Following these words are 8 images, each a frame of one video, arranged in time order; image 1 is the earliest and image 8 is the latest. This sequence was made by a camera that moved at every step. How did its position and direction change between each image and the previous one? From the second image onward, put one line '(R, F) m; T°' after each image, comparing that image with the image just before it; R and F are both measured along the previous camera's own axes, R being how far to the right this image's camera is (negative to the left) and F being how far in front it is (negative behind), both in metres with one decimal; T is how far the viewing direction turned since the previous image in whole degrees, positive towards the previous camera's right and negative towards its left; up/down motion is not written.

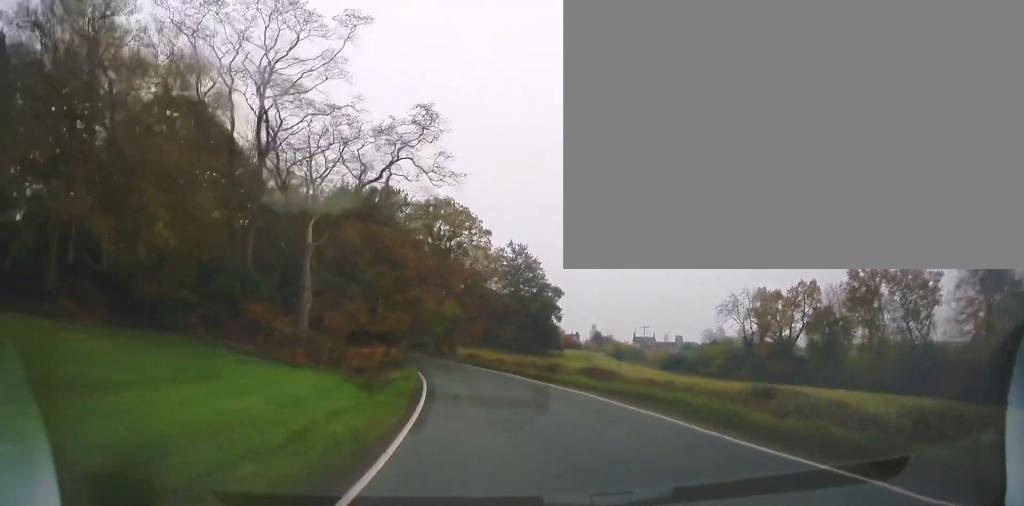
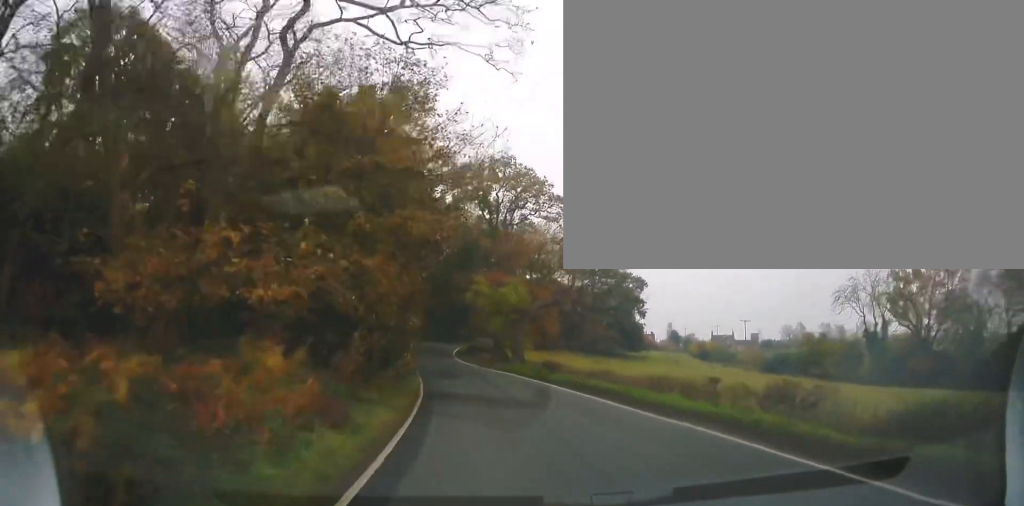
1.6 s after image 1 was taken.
(-1.3, +22.3) m; -8°
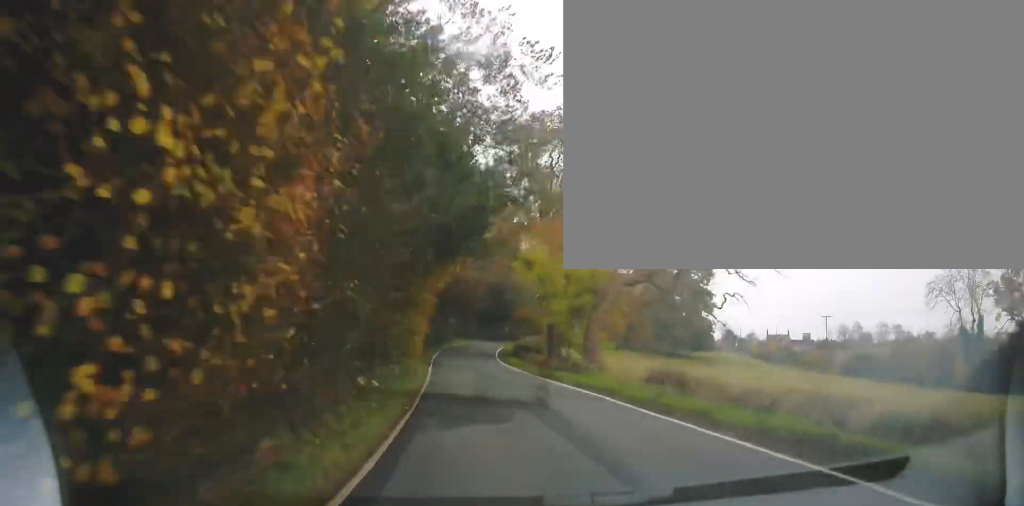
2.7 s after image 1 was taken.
(-0.8, +15.3) m; -6°
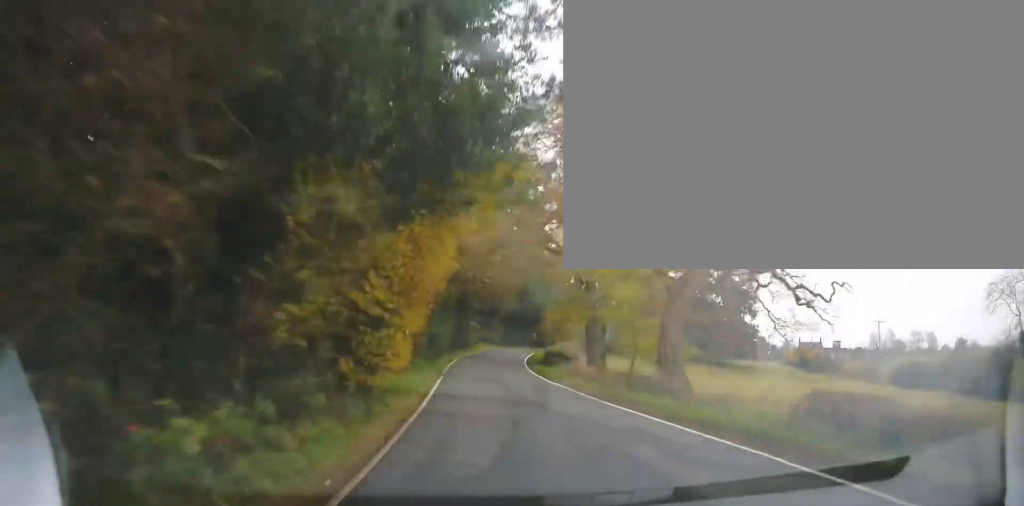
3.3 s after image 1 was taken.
(-0.3, +8.6) m; -2°
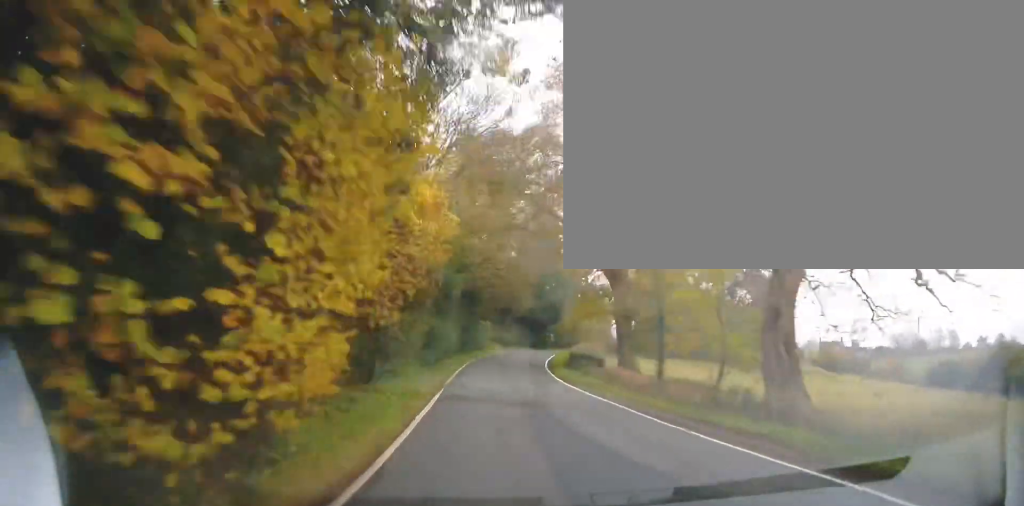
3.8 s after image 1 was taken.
(-0.1, +6.7) m; -1°
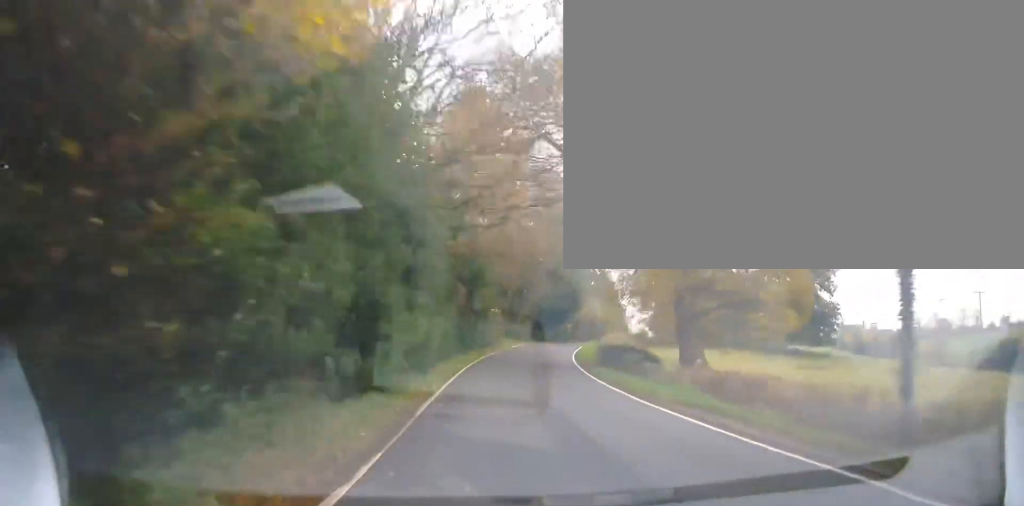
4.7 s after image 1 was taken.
(-0.2, +11.7) m; -3°
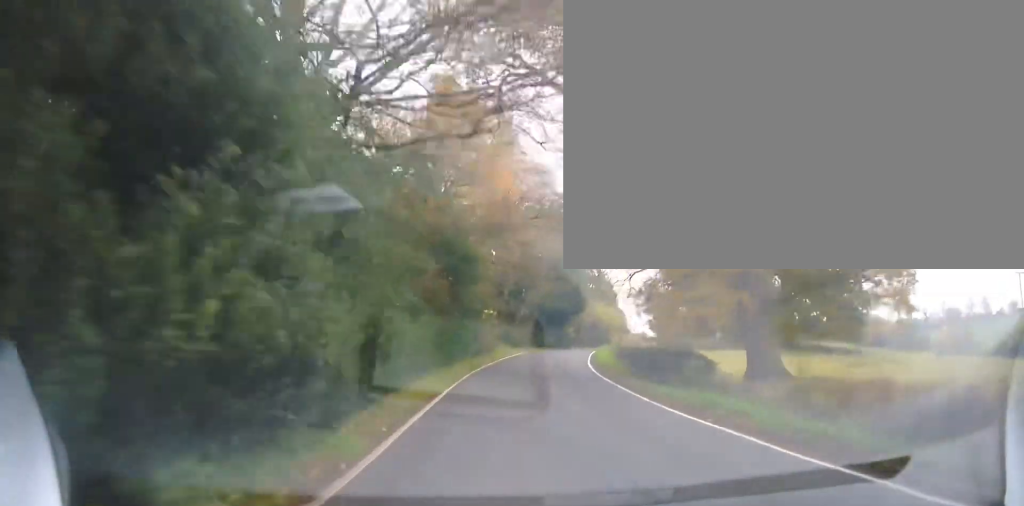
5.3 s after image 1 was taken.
(-0.2, +8.5) m; -1°
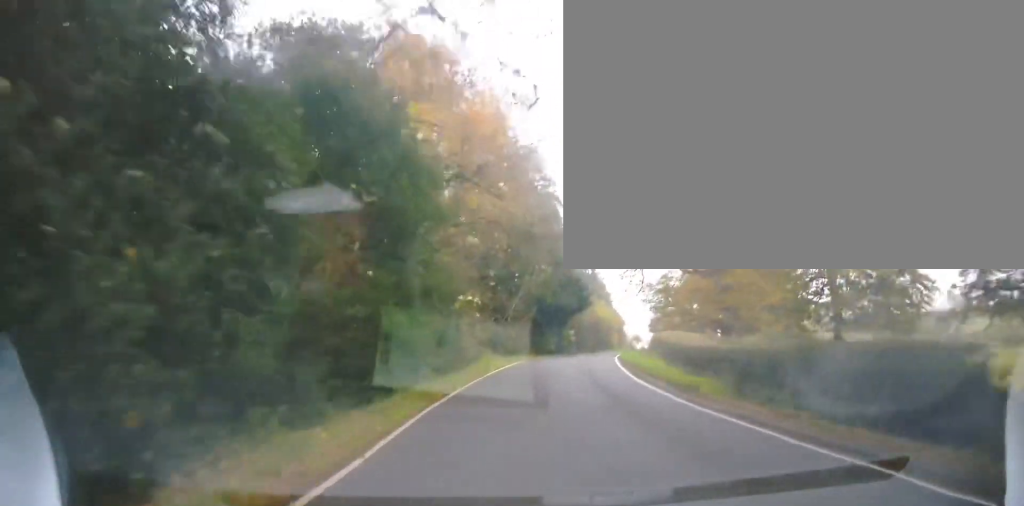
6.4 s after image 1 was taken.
(-0.2, +13.7) m; -1°
